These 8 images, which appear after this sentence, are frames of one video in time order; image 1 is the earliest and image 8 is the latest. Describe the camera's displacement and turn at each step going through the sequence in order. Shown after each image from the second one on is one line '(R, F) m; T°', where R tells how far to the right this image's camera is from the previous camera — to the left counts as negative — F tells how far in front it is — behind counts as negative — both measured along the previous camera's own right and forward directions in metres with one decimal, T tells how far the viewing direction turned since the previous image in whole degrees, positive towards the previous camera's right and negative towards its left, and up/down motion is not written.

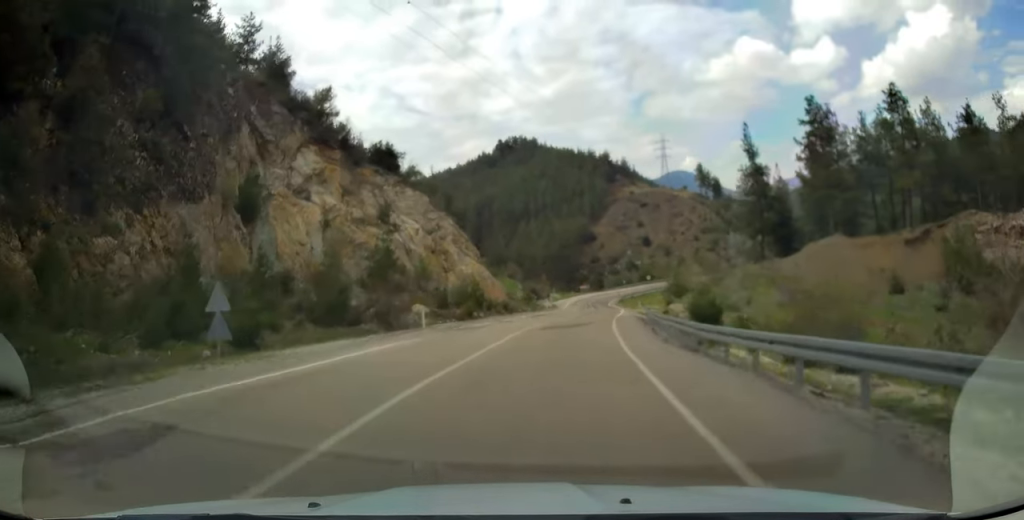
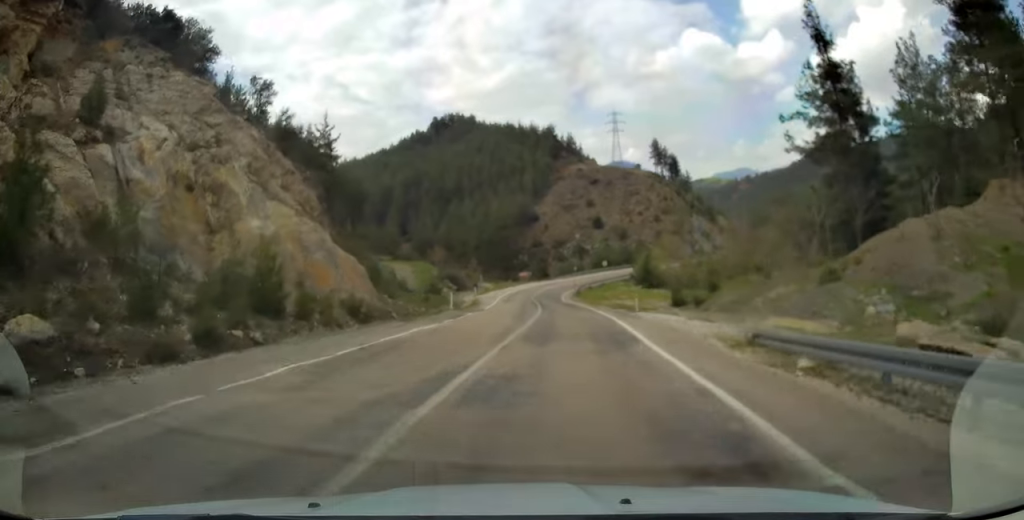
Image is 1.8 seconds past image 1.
(+2.0, +33.9) m; +7°
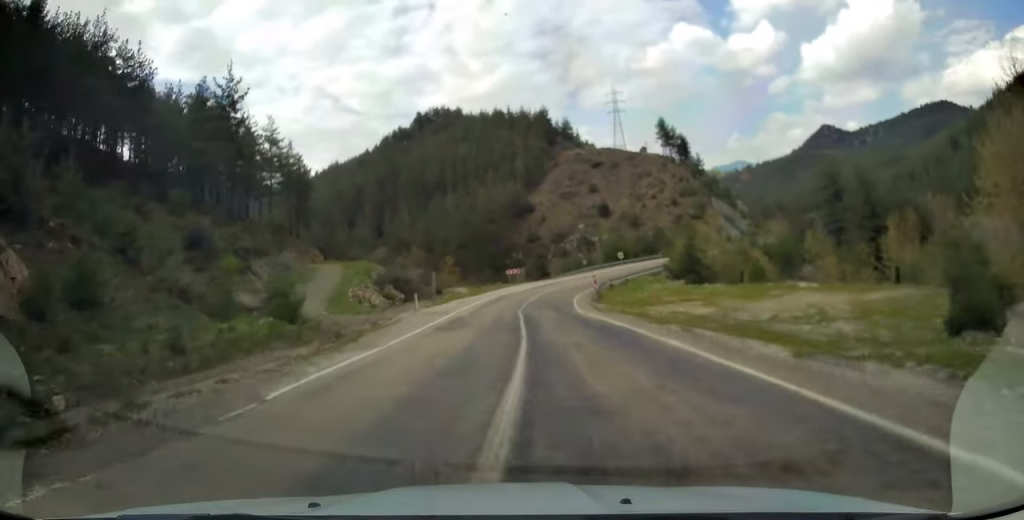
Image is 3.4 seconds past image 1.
(+0.7, +31.2) m; +1°
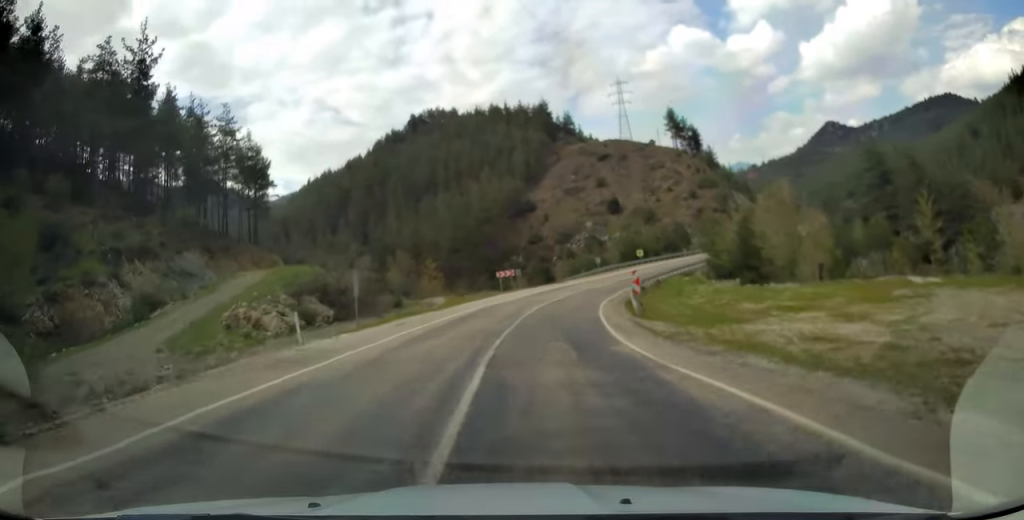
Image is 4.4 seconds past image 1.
(-0.1, +19.1) m; +1°
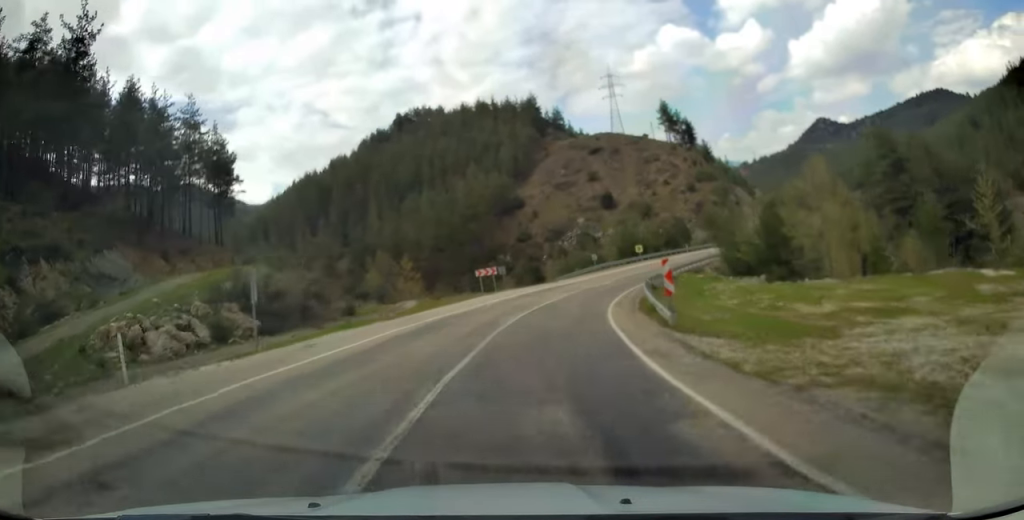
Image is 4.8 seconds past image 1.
(-0.1, +8.6) m; +1°
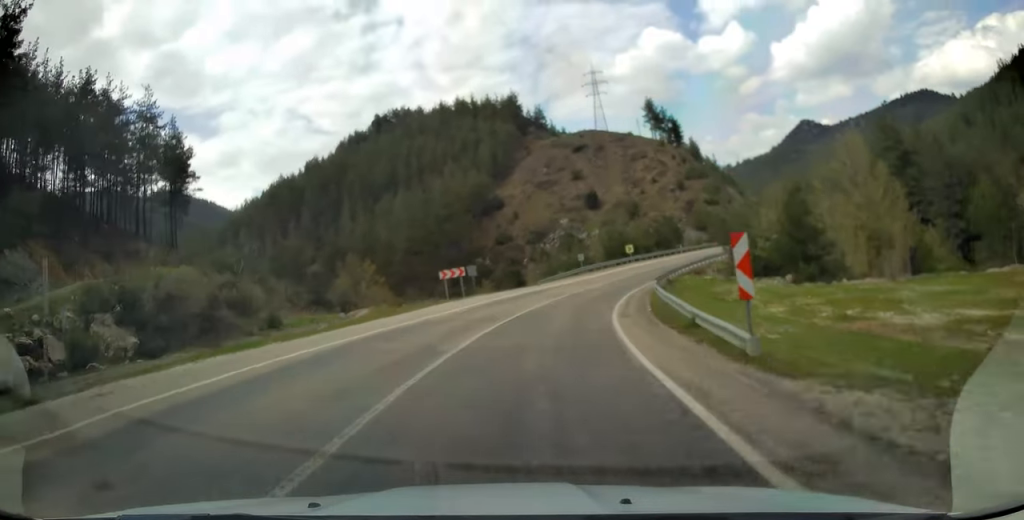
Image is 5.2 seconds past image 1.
(+0.2, +8.0) m; +2°
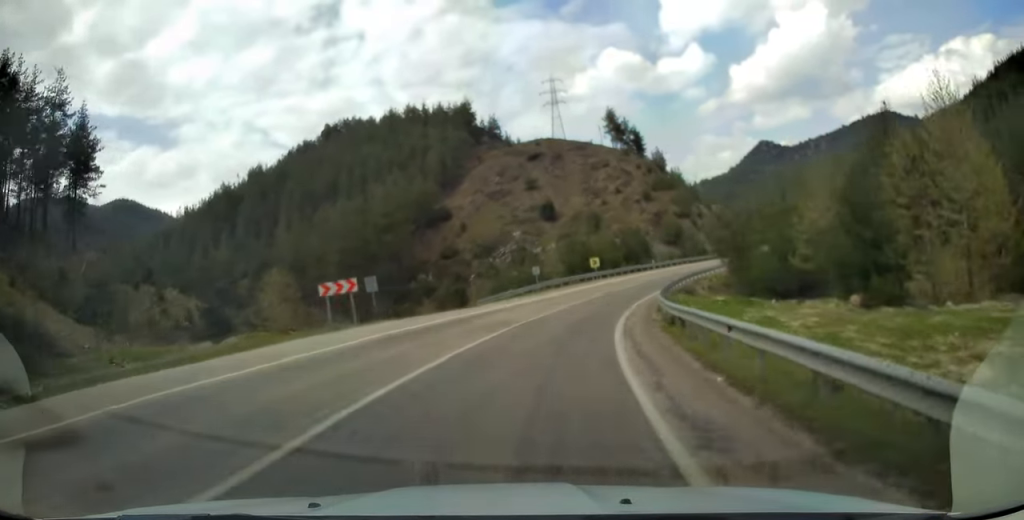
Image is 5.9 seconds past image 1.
(+0.2, +13.4) m; +3°
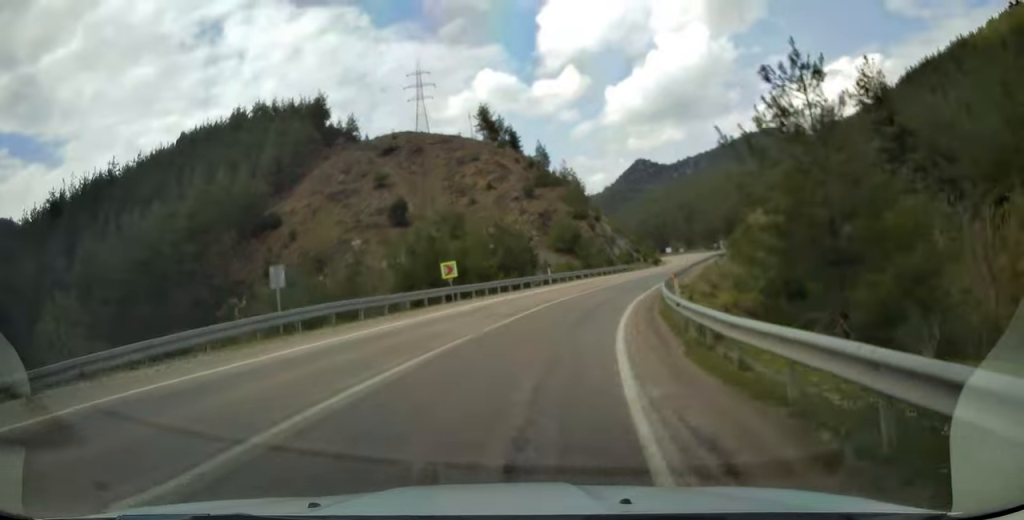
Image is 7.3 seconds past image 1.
(+2.8, +29.2) m; +12°
